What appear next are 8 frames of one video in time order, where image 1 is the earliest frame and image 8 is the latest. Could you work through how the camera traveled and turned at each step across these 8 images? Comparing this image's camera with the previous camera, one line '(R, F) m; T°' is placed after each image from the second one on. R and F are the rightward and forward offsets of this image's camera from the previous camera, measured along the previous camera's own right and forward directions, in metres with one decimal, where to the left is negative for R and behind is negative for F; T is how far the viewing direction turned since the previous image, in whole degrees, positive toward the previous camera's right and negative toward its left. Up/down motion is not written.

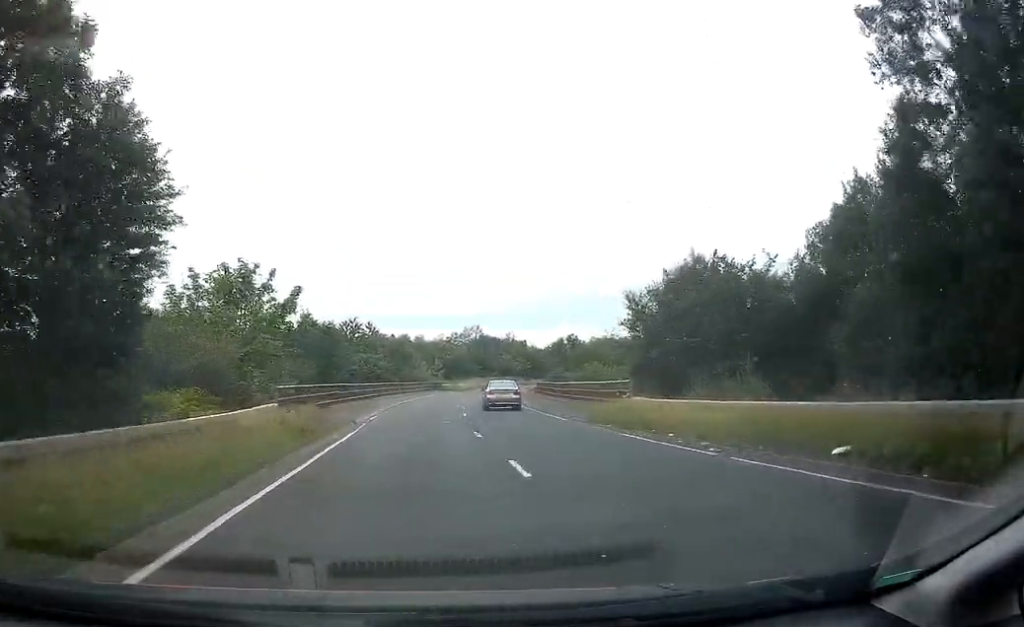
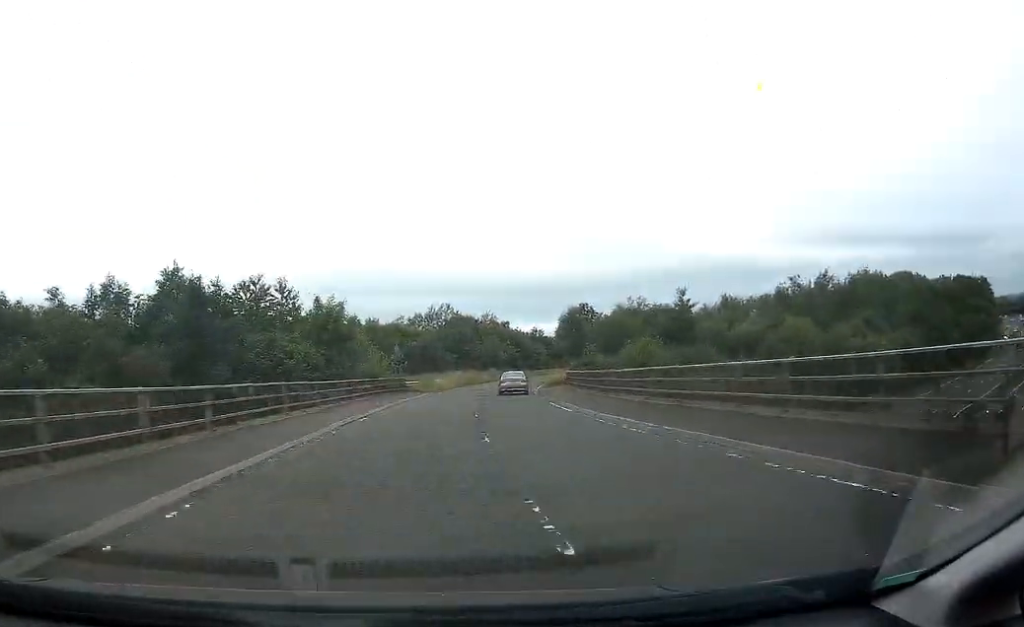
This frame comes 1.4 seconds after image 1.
(+0.2, +33.4) m; +3°
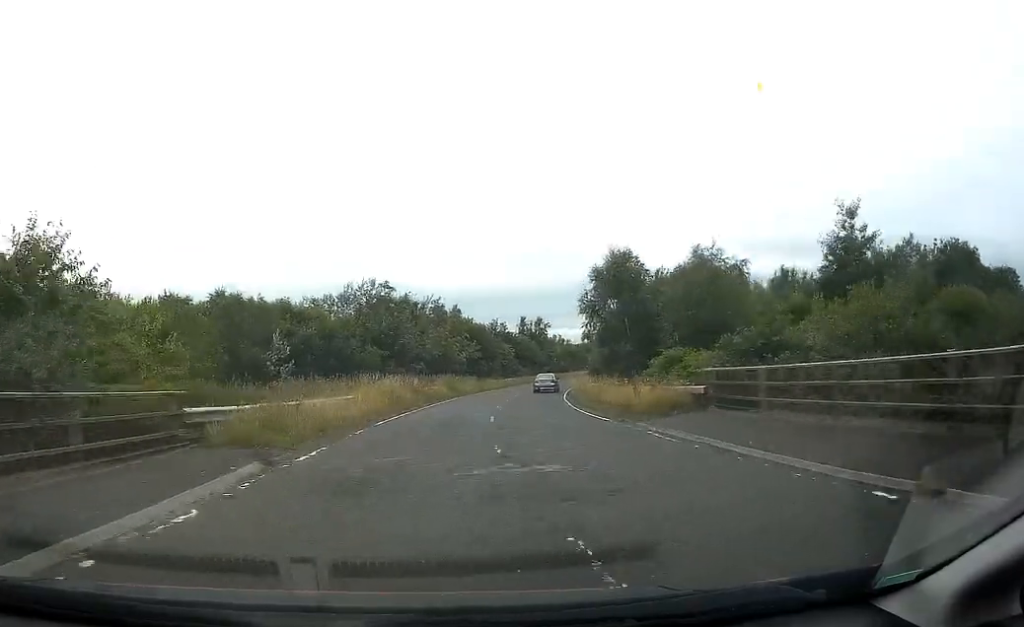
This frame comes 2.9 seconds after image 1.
(+2.1, +37.9) m; +5°
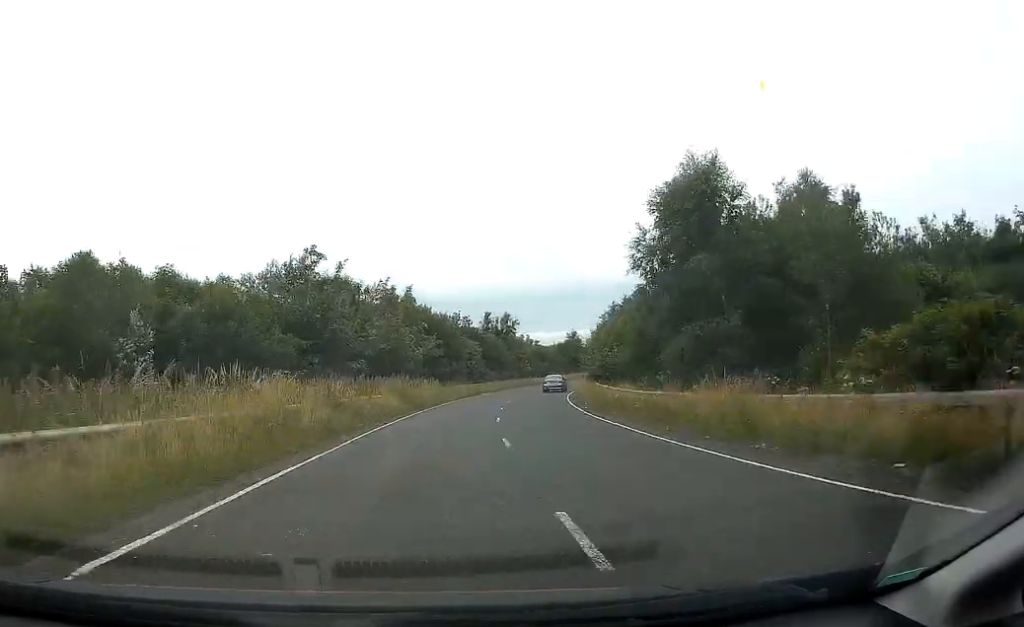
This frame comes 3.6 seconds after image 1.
(-0.3, +17.5) m; +3°
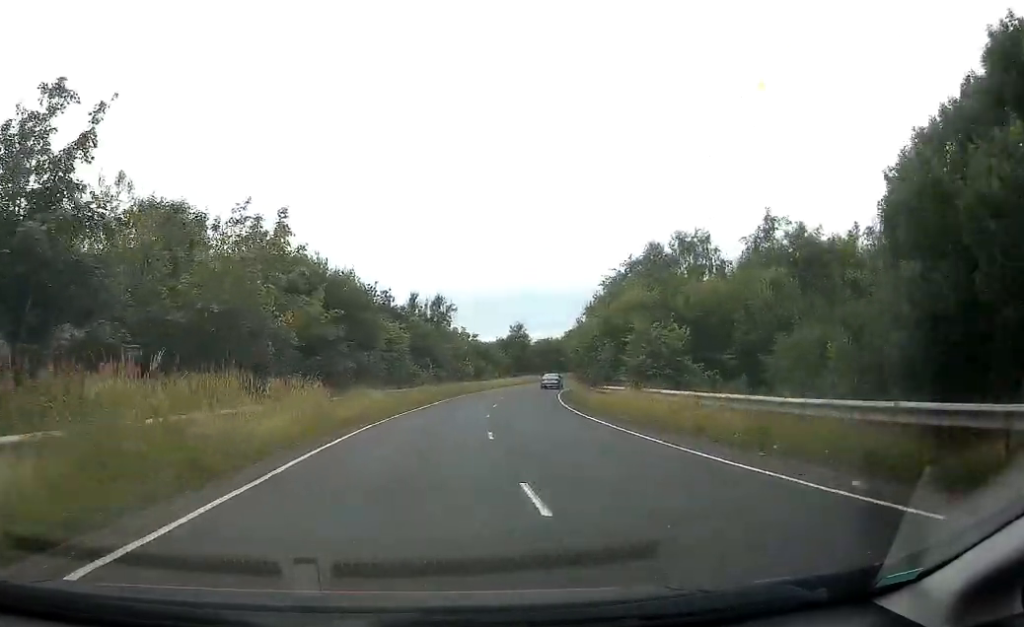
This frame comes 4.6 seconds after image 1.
(+1.7, +23.7) m; +7°
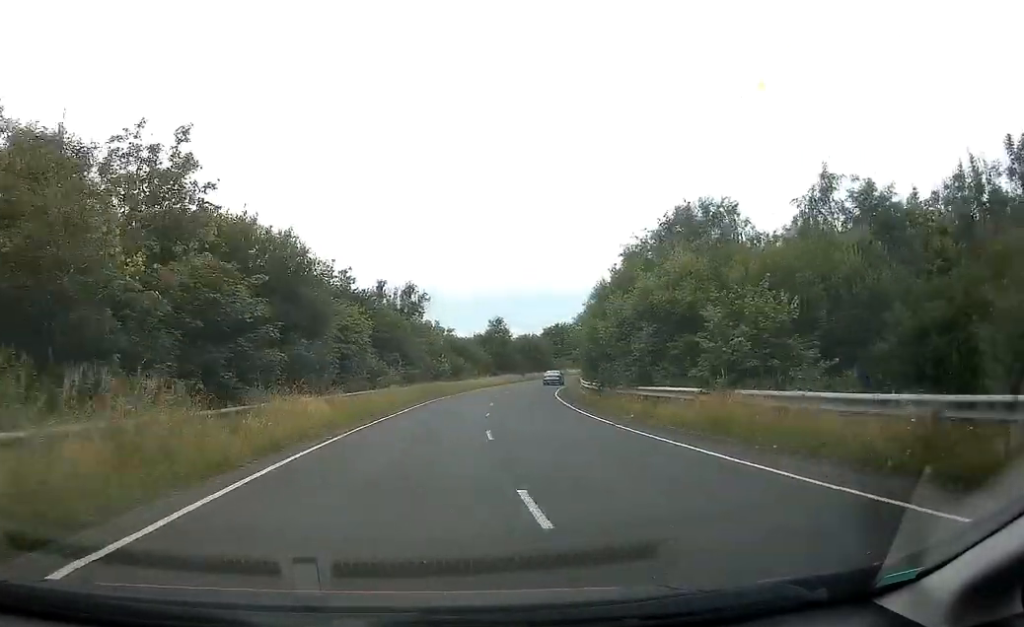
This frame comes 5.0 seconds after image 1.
(+0.5, +9.8) m; +3°
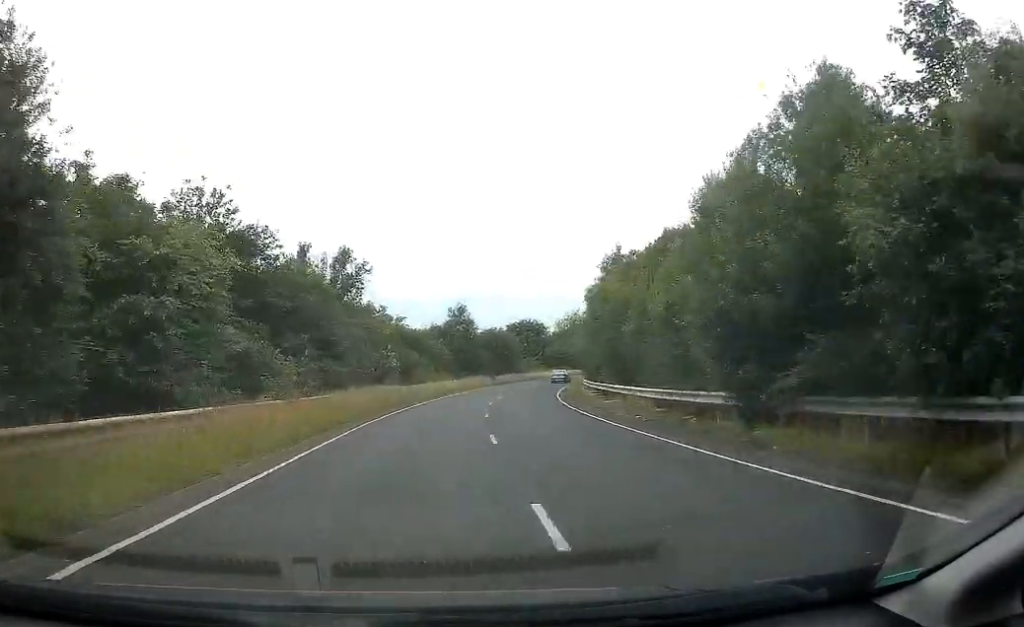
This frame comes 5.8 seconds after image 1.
(+0.8, +19.6) m; +5°
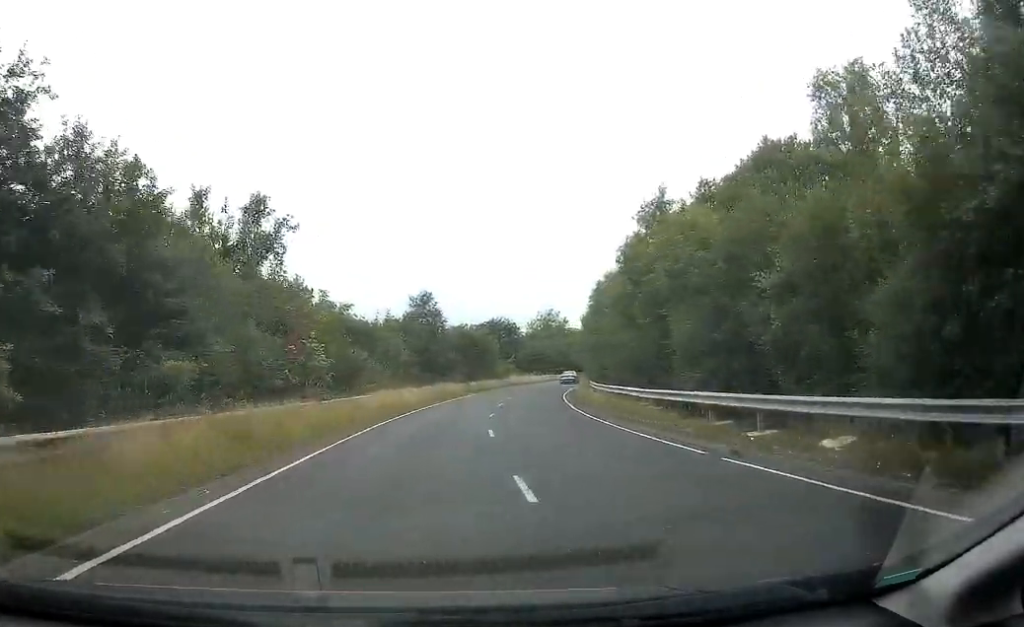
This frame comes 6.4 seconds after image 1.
(+0.7, +13.9) m; +3°
